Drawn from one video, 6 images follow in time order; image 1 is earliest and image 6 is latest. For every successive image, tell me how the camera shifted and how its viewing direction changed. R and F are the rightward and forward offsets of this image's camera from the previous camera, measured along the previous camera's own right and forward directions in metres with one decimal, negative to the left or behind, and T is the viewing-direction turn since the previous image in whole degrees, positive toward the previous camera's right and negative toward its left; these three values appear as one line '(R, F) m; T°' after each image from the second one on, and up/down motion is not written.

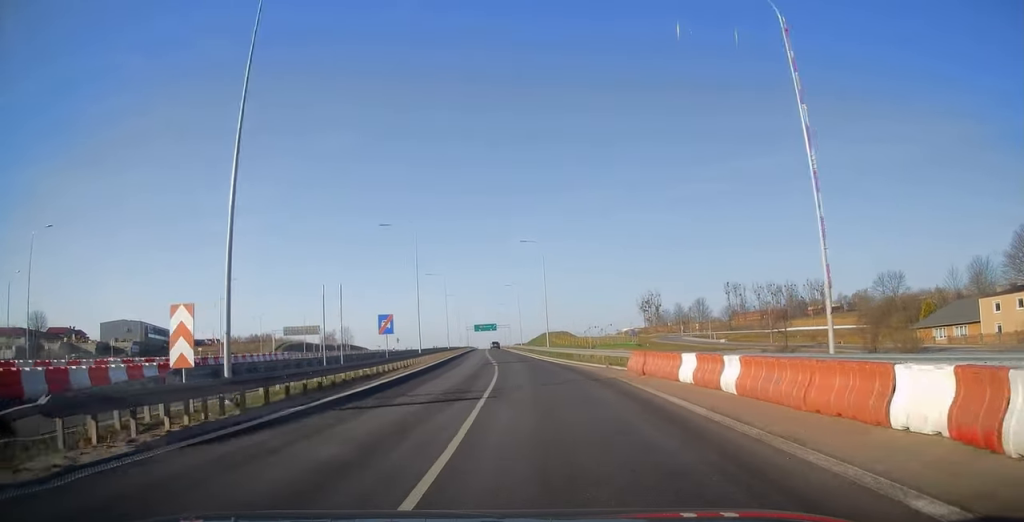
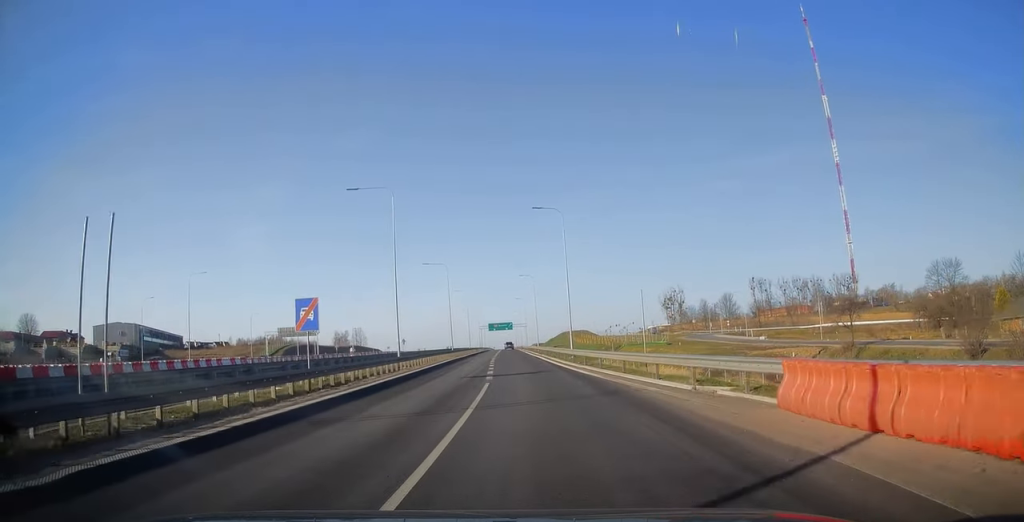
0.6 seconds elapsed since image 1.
(-0.1, +14.0) m; -1°
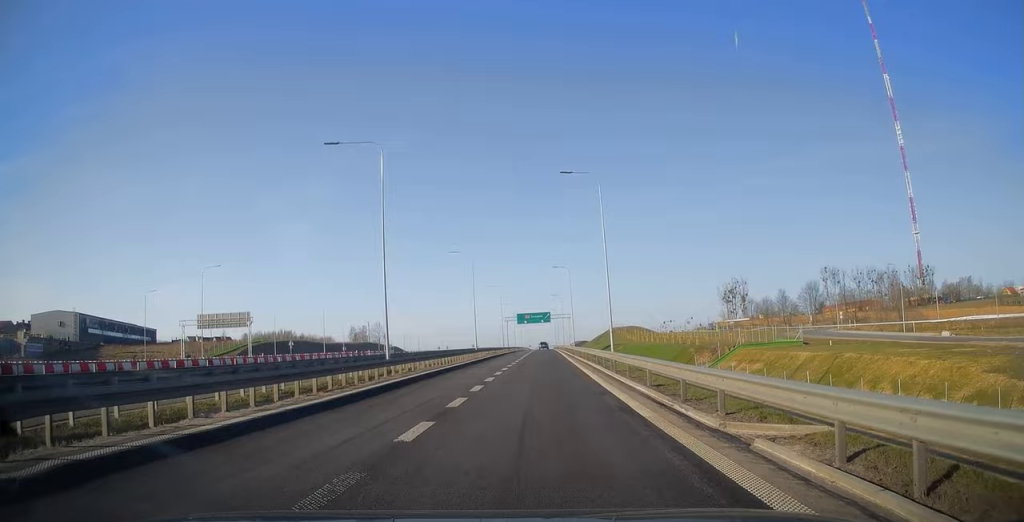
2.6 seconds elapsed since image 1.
(-1.1, +49.7) m; -3°
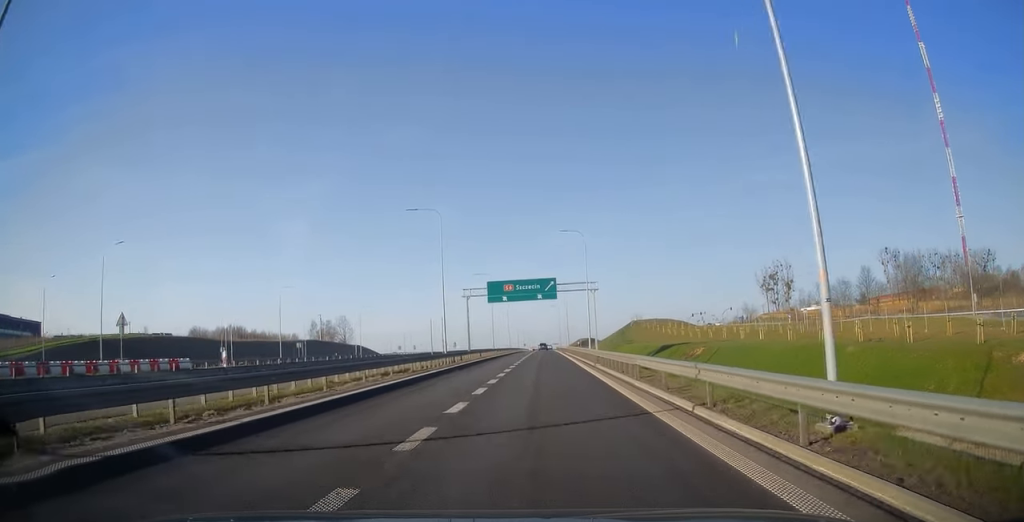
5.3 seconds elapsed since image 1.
(-0.8, +65.3) m; 0°
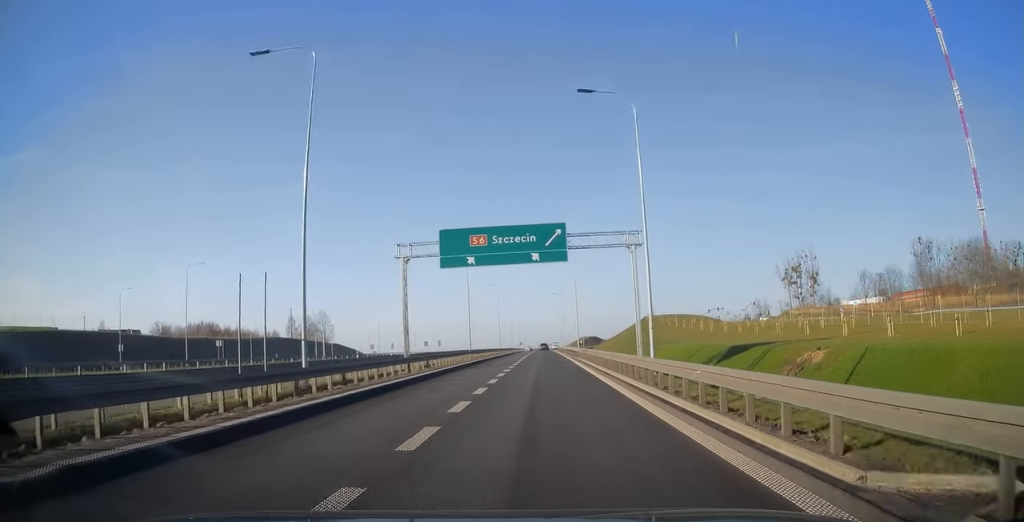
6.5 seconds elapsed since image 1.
(+0.2, +27.9) m; +1°
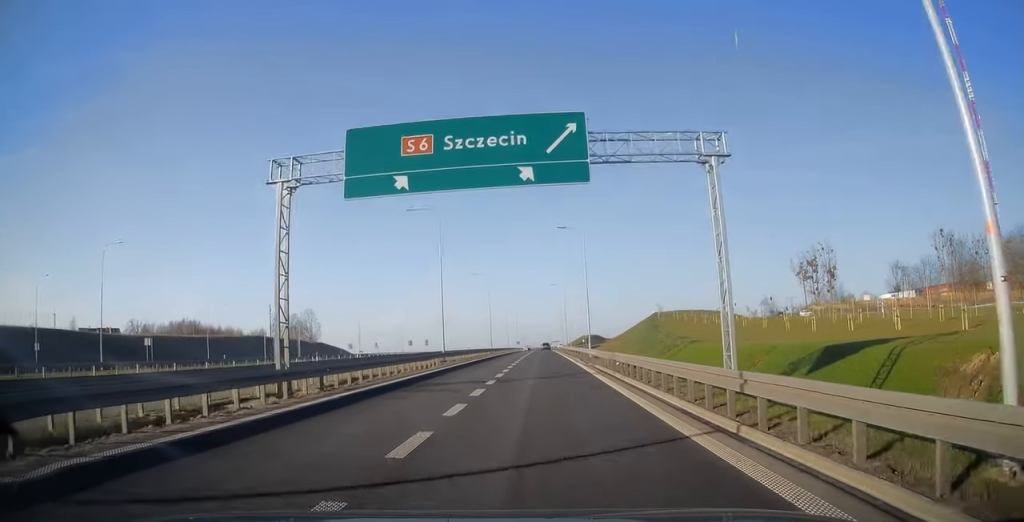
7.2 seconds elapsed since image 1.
(0.0, +16.5) m; 0°
